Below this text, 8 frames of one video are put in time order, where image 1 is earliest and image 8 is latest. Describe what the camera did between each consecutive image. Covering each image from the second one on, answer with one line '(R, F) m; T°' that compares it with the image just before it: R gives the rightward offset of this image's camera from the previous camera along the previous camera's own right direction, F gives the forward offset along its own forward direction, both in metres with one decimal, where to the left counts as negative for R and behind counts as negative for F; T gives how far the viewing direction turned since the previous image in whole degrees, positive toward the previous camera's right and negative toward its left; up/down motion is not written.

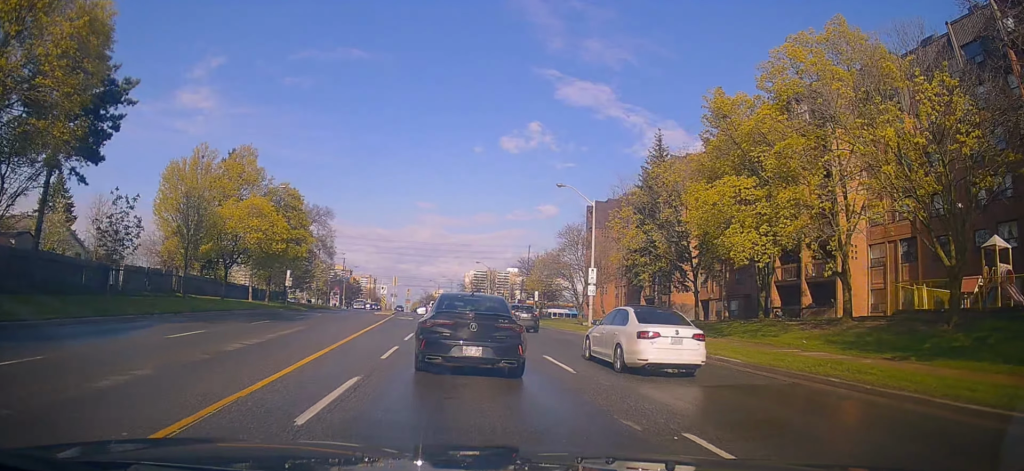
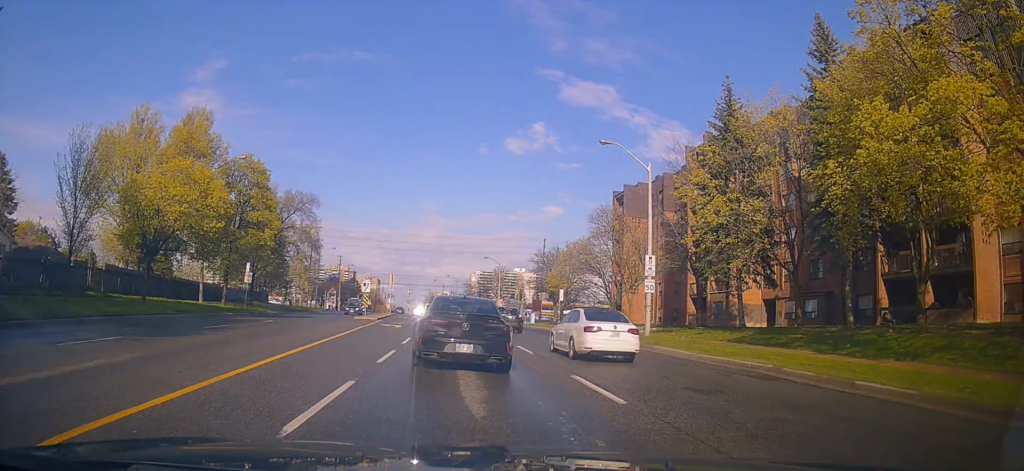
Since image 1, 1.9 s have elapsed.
(-0.8, +12.8) m; -3°
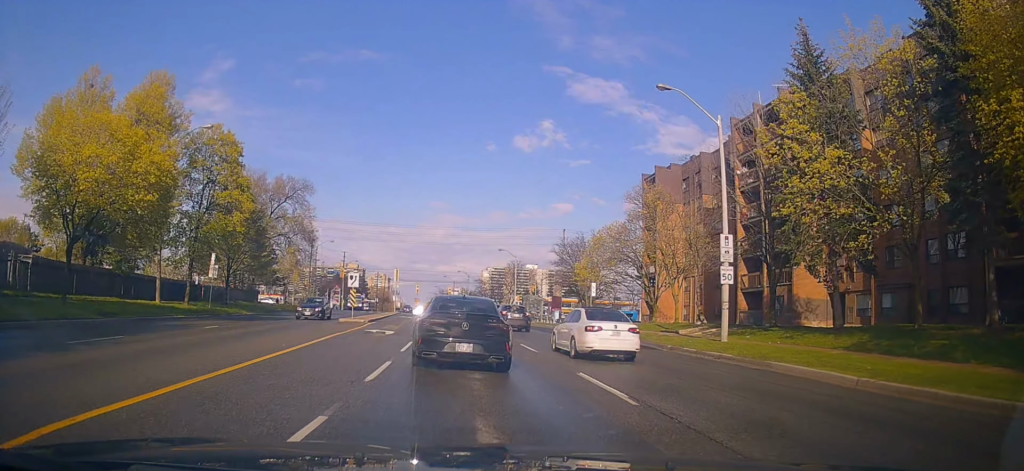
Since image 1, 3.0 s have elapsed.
(-0.3, +8.7) m; -2°
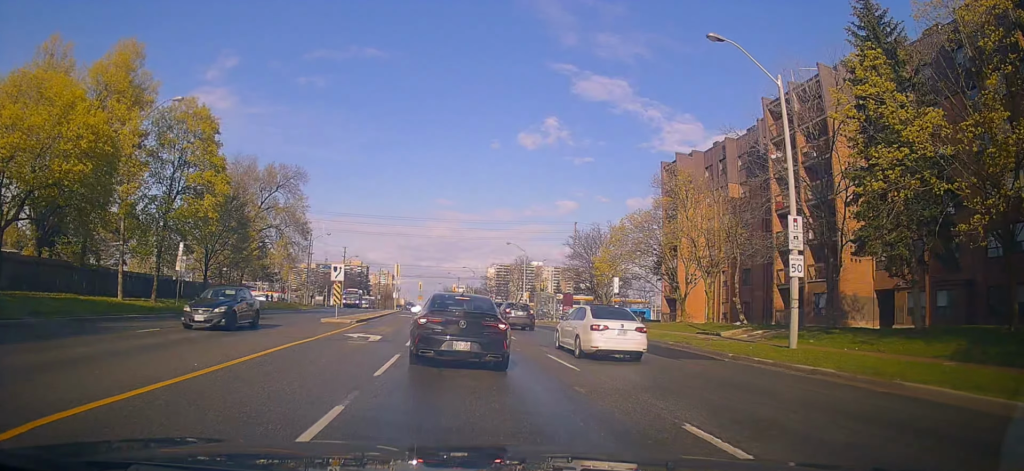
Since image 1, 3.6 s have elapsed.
(0.0, +5.1) m; +2°
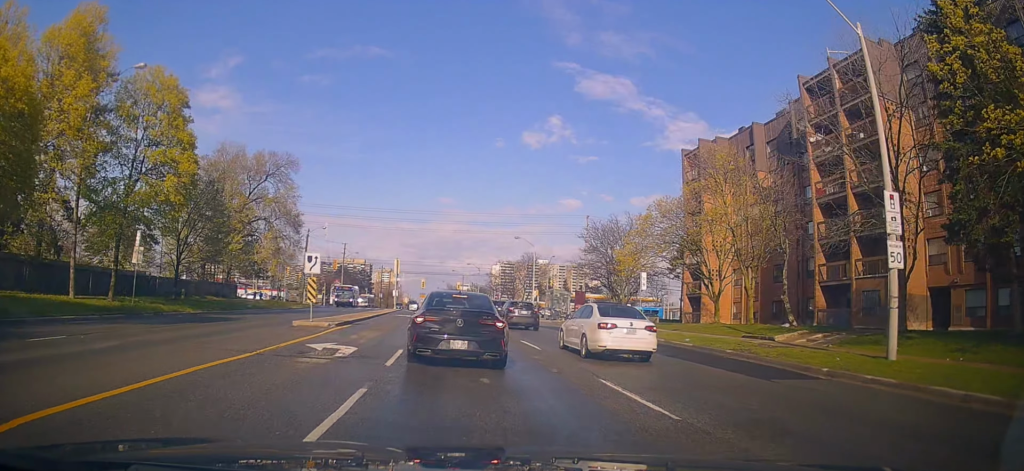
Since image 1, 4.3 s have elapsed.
(+0.2, +5.2) m; 0°
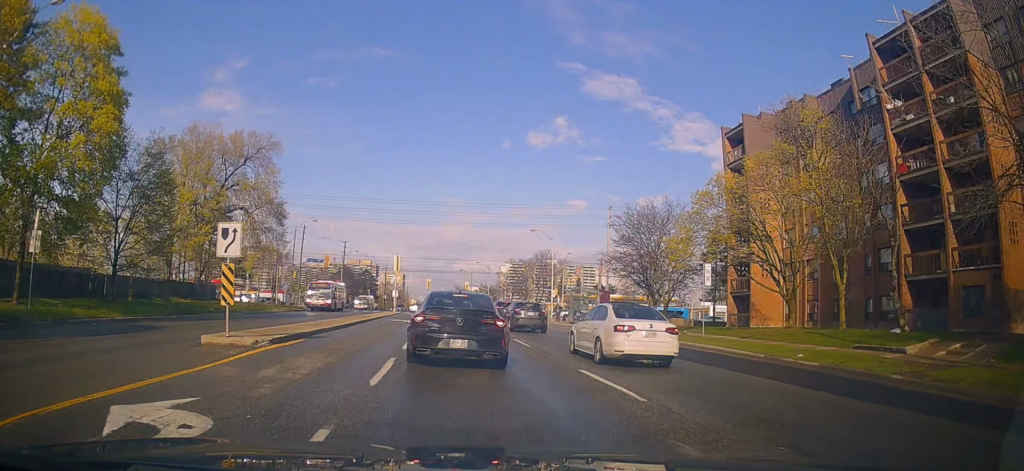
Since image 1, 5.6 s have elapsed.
(-0.3, +8.6) m; -6°
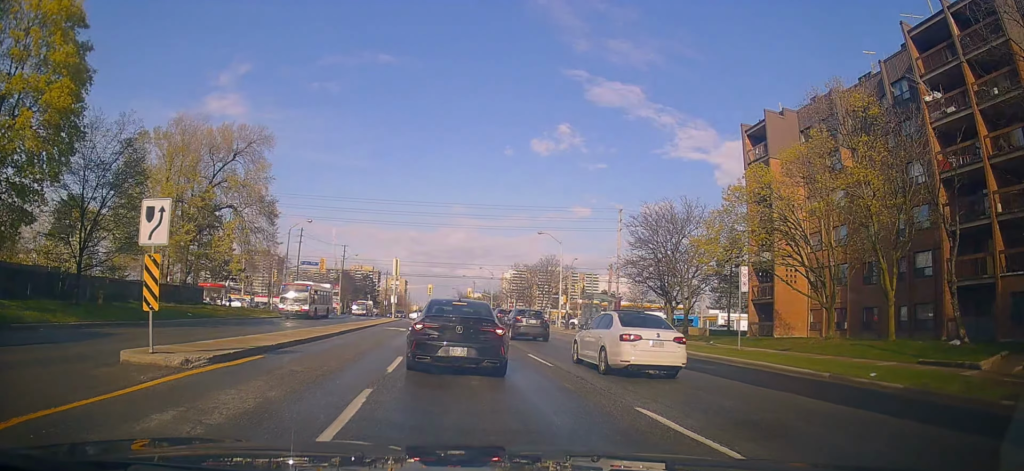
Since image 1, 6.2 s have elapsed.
(-0.1, +3.5) m; 0°
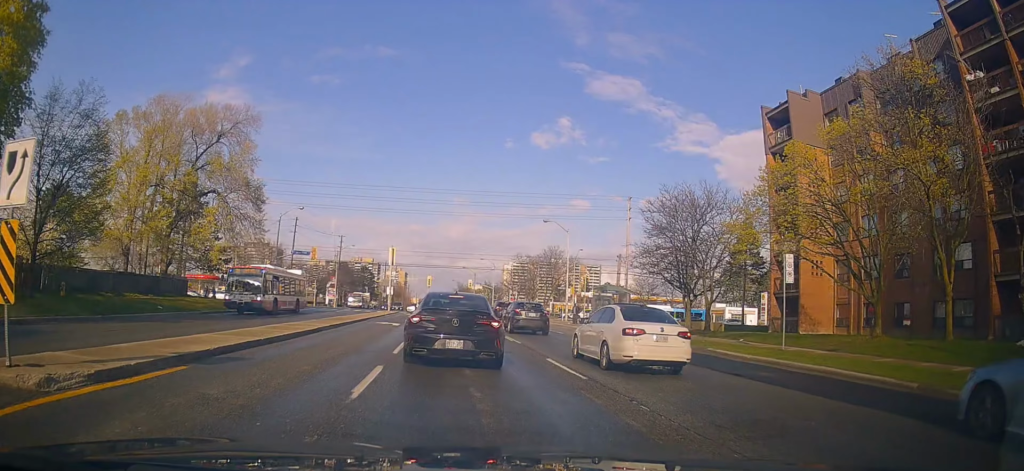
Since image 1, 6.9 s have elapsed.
(-0.2, +3.7) m; +2°
